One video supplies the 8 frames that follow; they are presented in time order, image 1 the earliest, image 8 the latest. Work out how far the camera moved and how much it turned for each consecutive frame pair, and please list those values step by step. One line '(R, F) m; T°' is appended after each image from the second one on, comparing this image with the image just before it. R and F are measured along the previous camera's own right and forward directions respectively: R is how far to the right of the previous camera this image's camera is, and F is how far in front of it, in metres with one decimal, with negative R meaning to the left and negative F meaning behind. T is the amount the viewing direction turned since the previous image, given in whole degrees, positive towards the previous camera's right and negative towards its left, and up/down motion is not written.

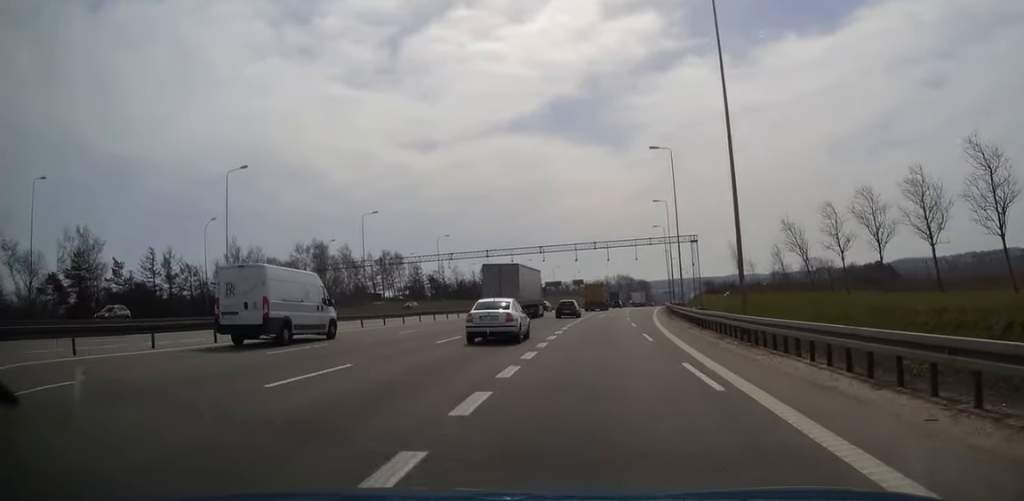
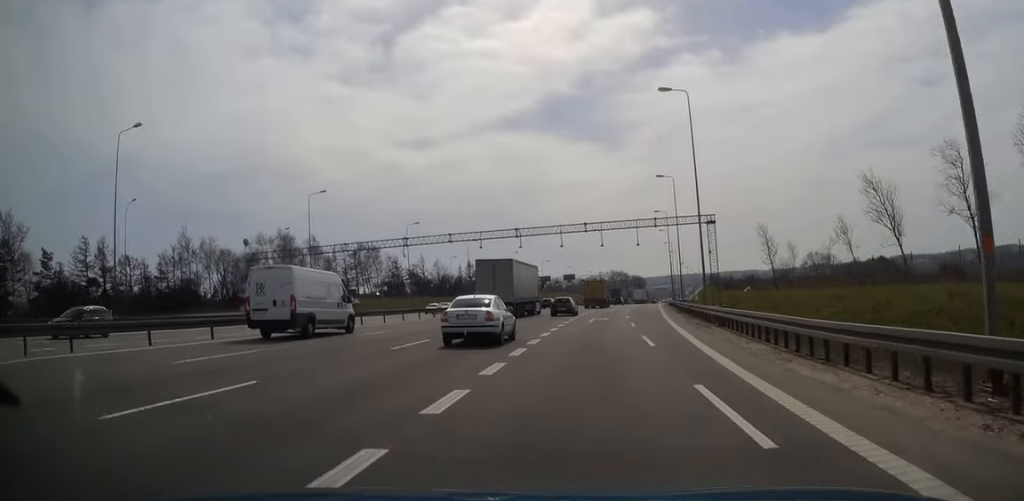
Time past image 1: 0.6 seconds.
(0.0, +15.6) m; 0°
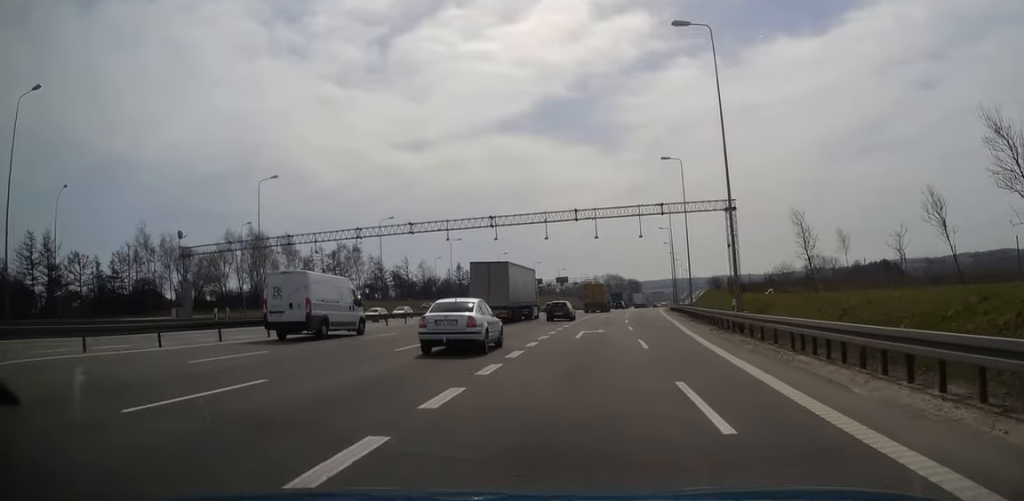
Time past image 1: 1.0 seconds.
(+0.1, +11.3) m; 0°
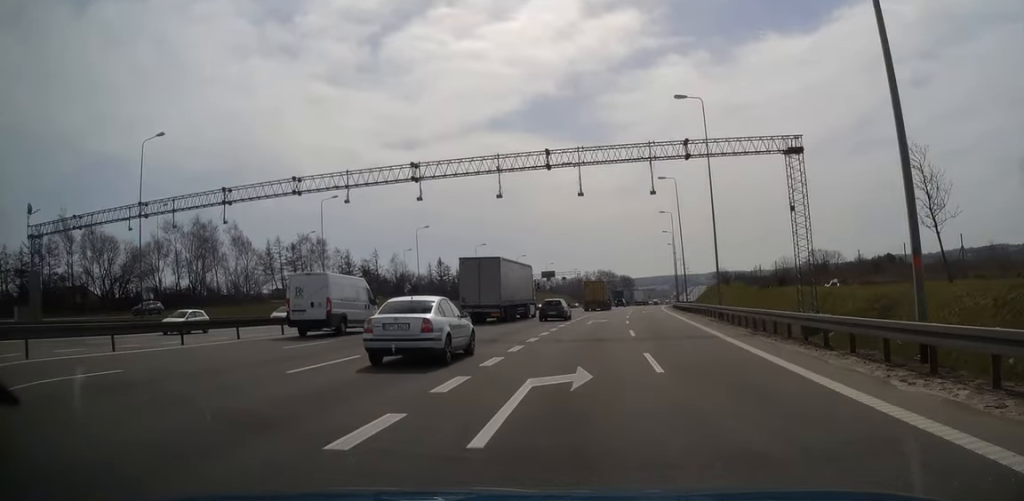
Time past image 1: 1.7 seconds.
(+0.1, +18.2) m; +1°
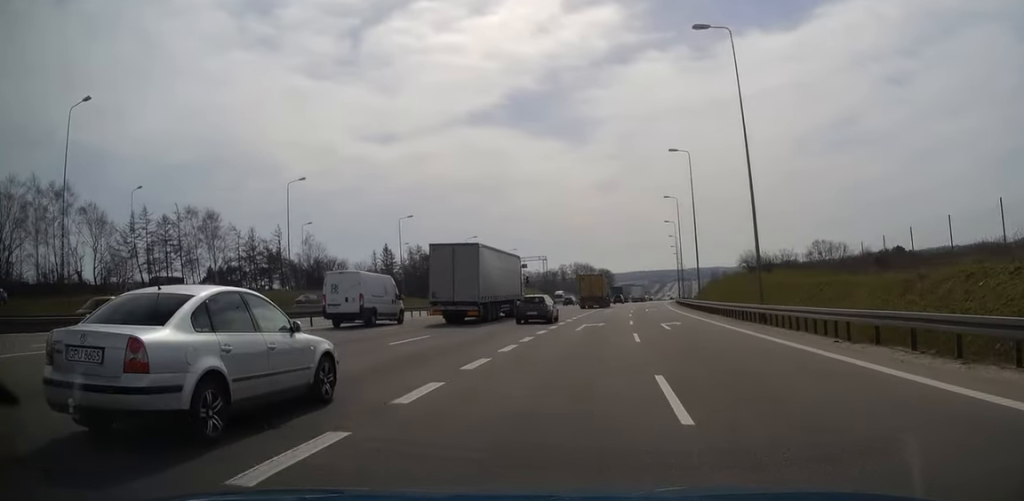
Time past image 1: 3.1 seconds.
(+0.6, +40.6) m; +2°
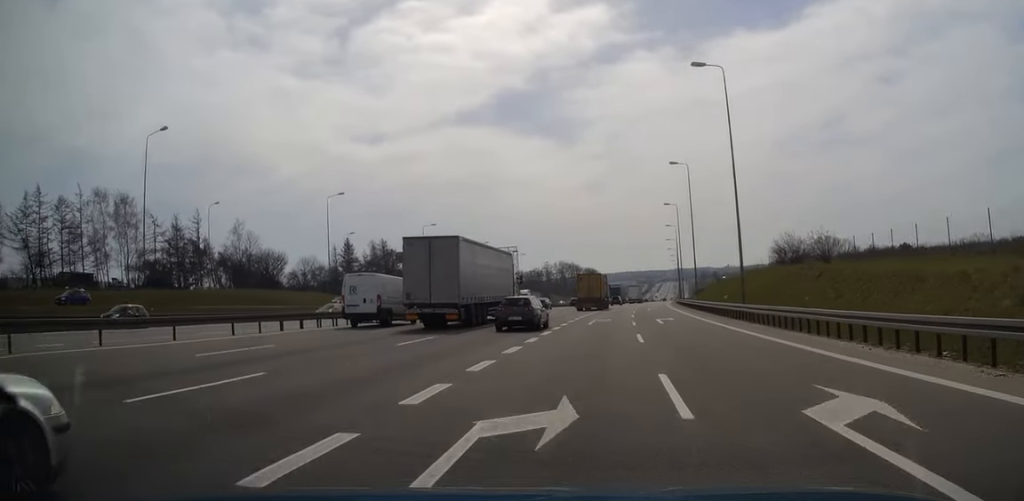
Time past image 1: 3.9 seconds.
(+0.3, +23.4) m; +1°
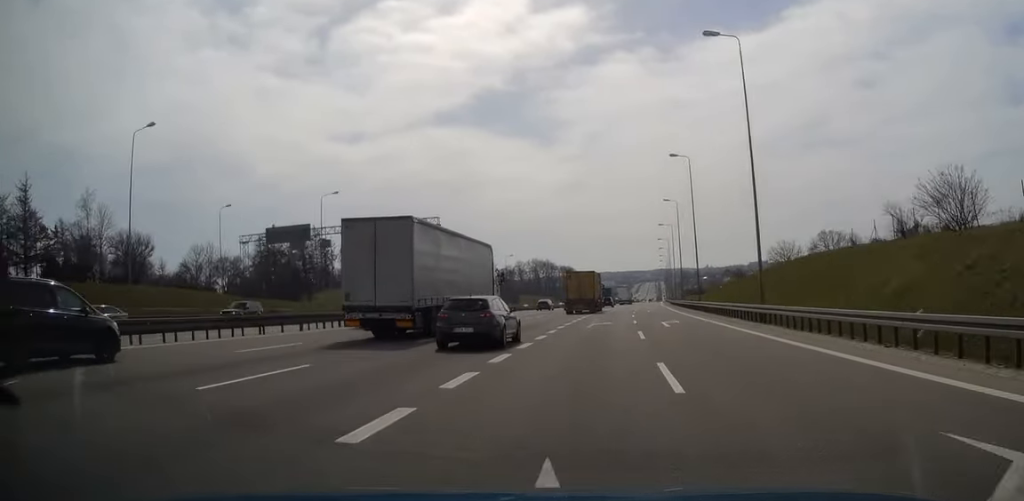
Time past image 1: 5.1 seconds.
(+0.5, +33.8) m; +2°
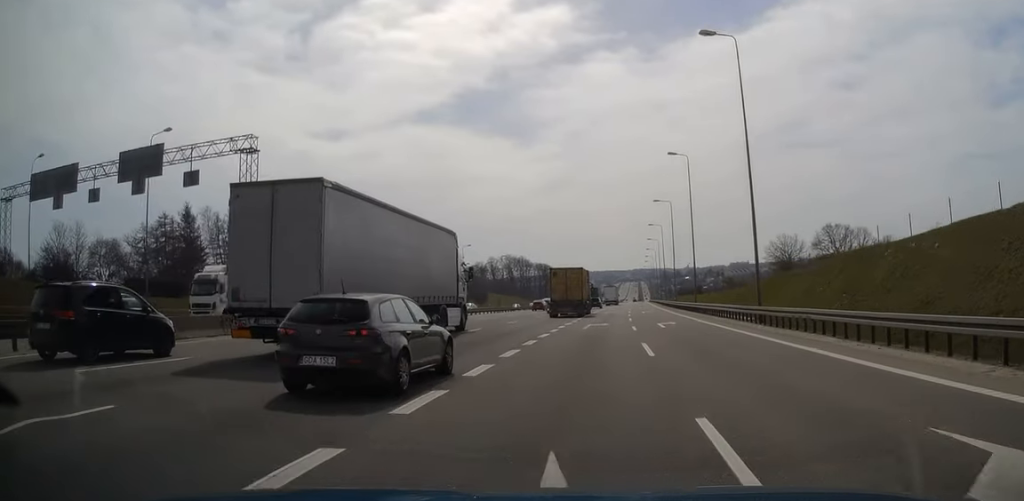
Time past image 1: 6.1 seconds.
(+0.3, +29.8) m; +1°
